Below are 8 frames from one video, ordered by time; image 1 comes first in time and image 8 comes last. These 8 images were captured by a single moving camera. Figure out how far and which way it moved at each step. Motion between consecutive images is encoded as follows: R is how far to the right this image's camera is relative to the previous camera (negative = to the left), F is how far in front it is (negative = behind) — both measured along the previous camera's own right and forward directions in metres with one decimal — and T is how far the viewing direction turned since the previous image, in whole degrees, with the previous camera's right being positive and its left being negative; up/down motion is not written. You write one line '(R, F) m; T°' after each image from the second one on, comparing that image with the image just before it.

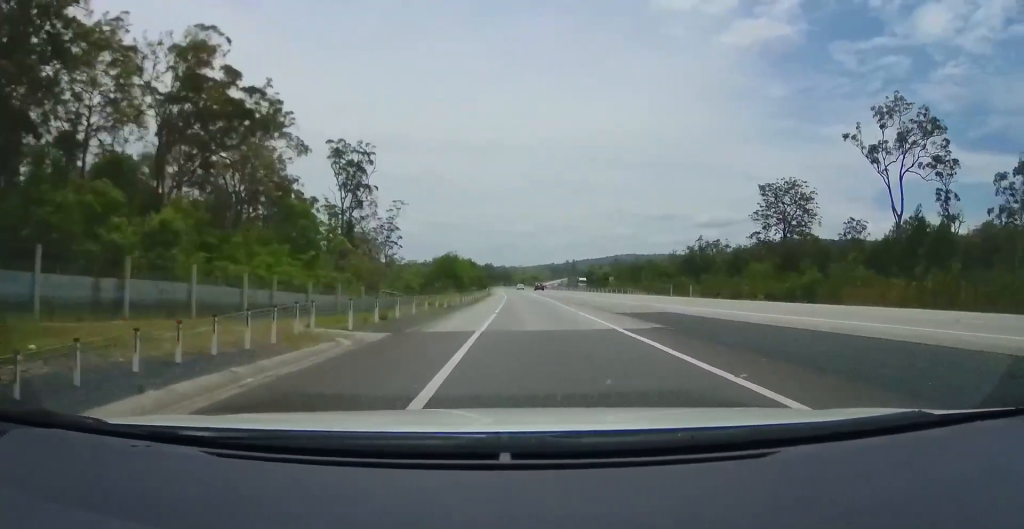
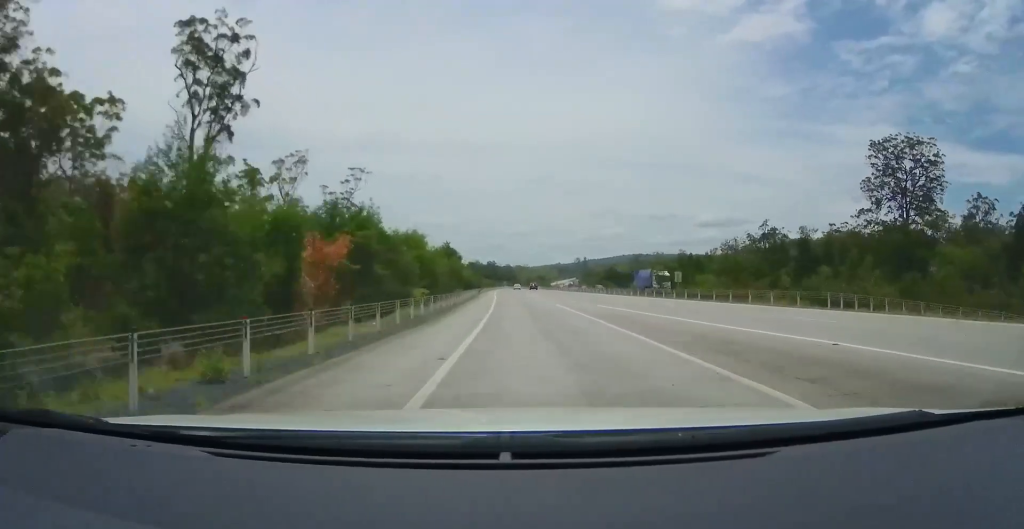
(+0.4, +44.7) m; 0°
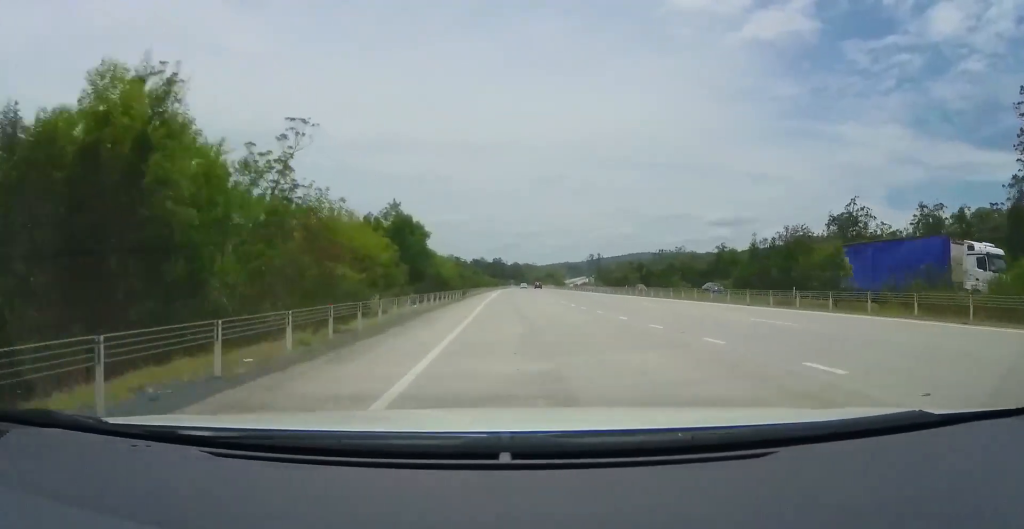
(-0.6, +36.5) m; 0°
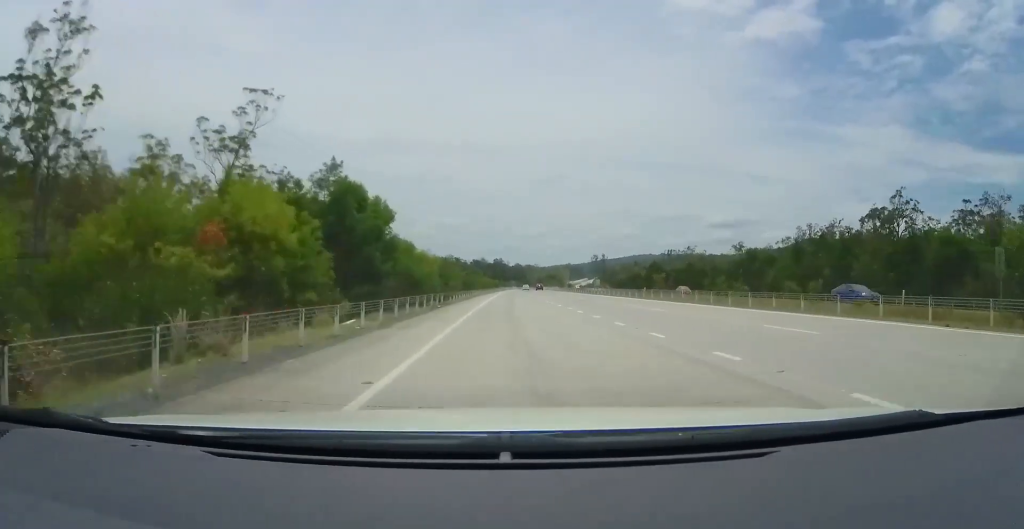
(+0.1, +13.1) m; 0°
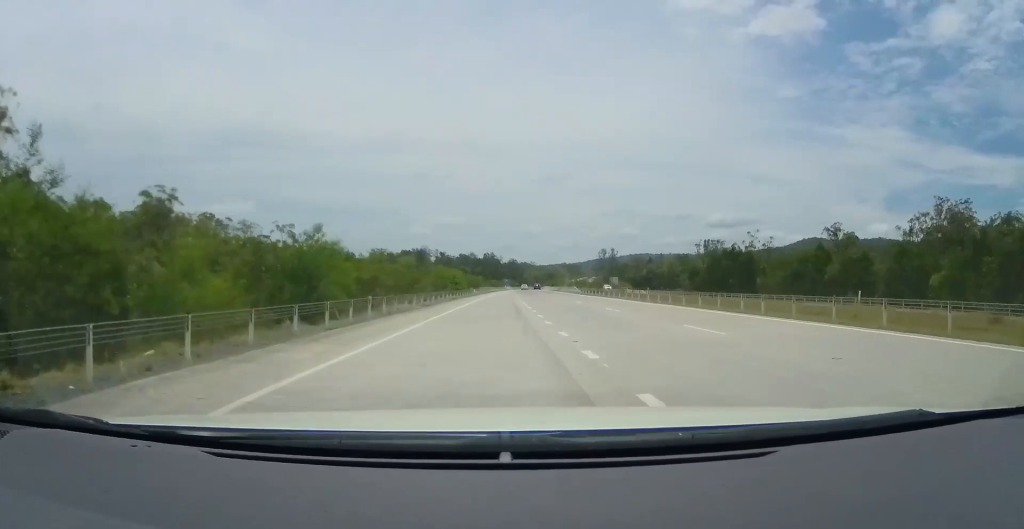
(-1.1, +57.6) m; -2°
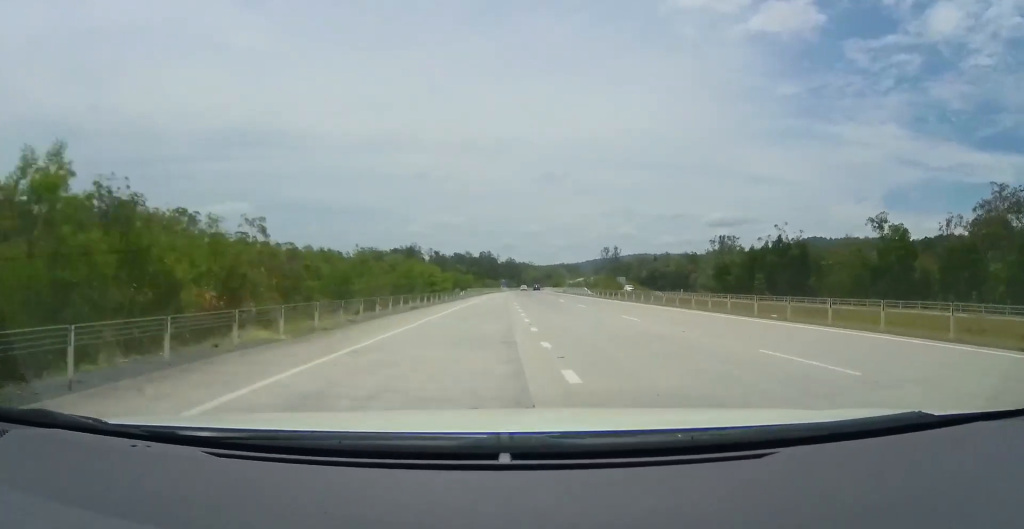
(+0.1, +17.6) m; +1°
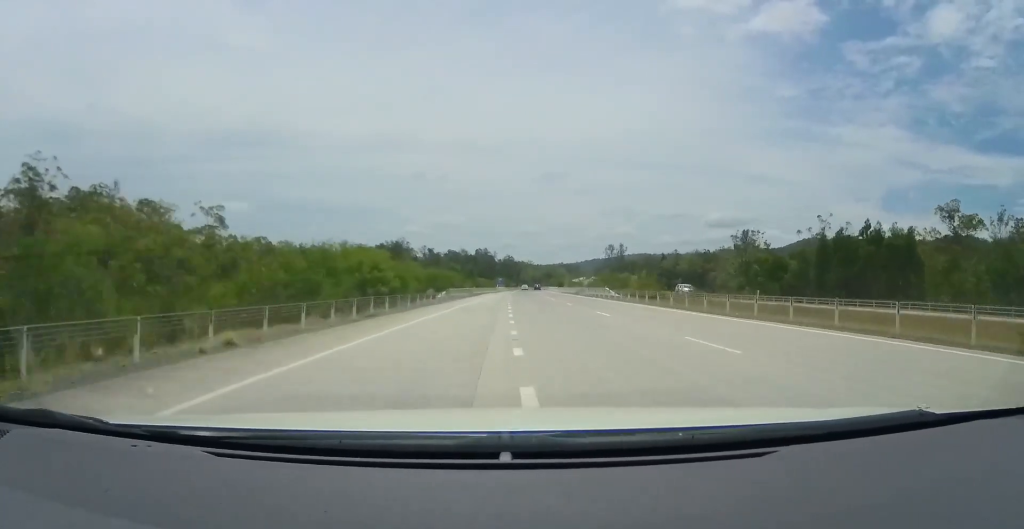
(+0.2, +21.4) m; +1°
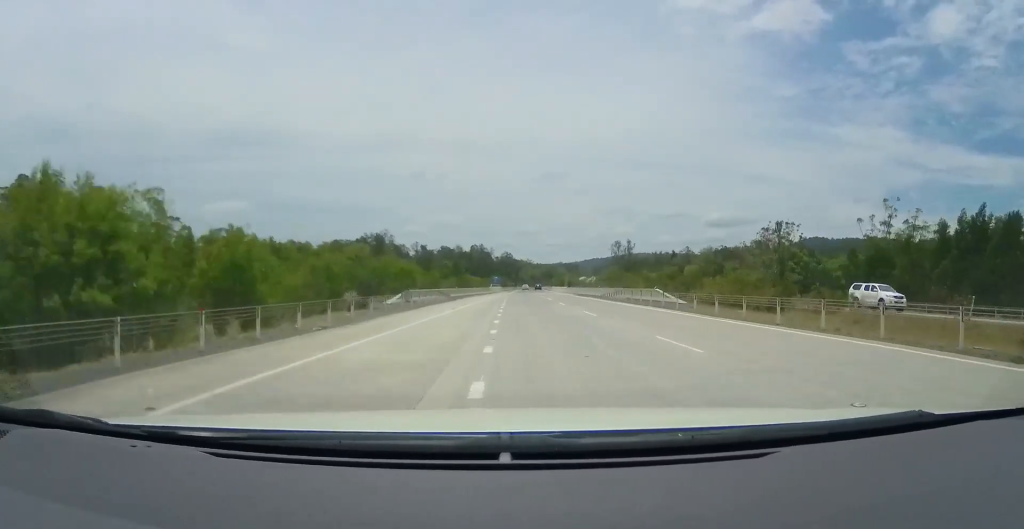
(+0.3, +23.0) m; 0°
